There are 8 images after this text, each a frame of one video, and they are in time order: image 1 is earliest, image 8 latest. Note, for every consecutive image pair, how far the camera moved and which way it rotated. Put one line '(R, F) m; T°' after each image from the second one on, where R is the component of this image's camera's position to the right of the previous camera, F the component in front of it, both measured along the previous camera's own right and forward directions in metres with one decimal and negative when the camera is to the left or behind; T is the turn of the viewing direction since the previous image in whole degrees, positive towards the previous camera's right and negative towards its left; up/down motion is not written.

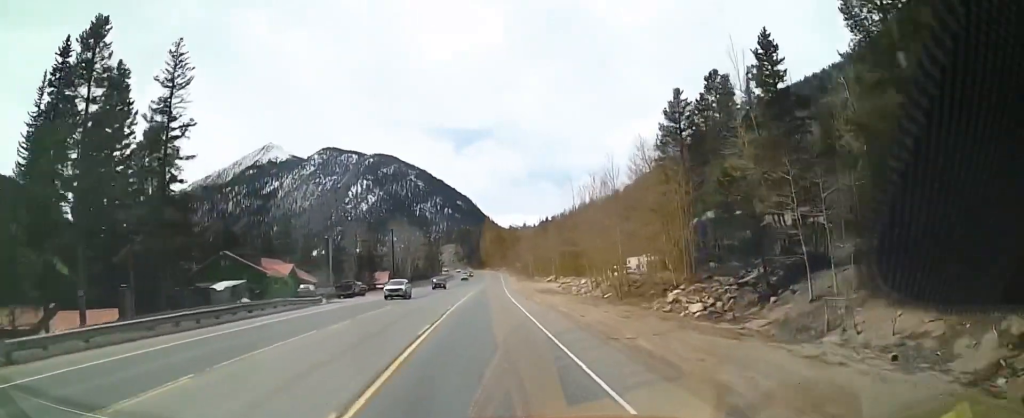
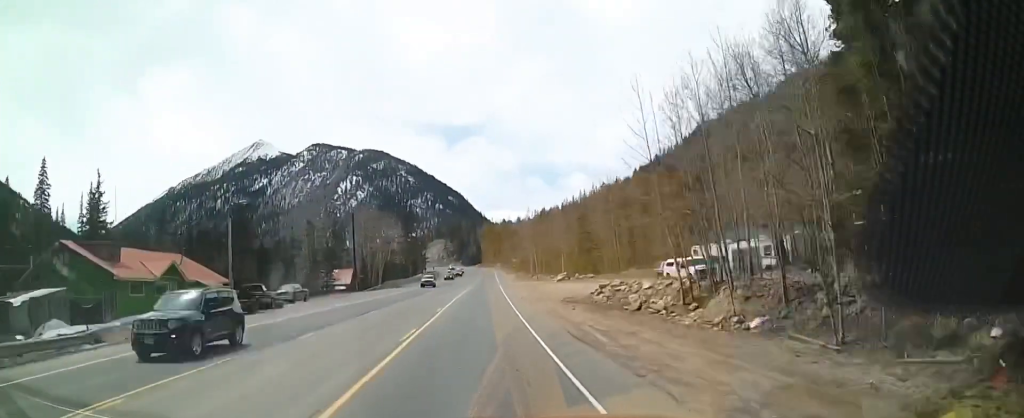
(-0.8, +24.8) m; -2°
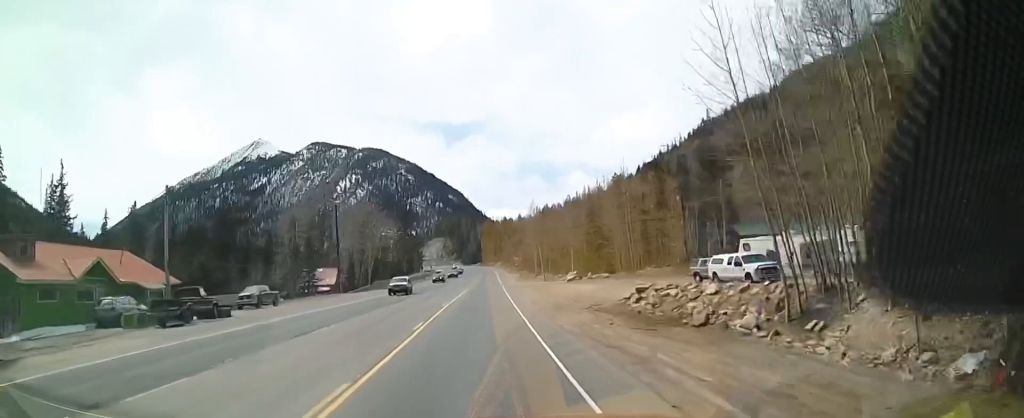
(0.0, +9.1) m; +1°
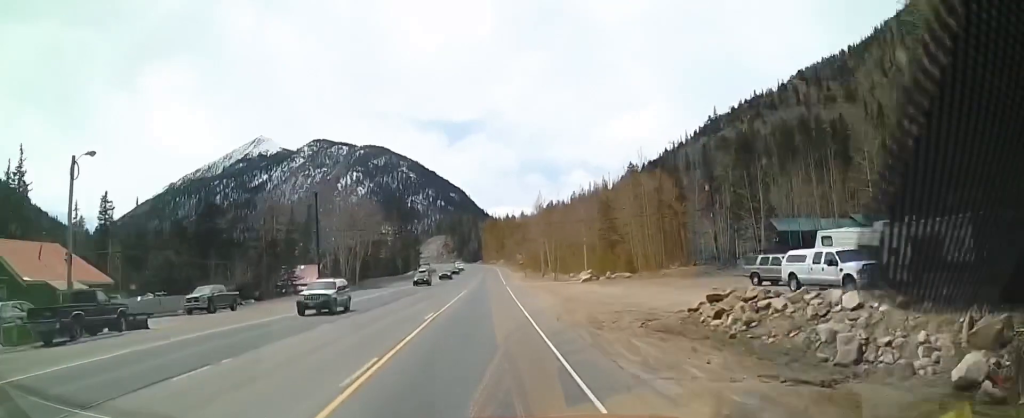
(-0.1, +9.2) m; +2°
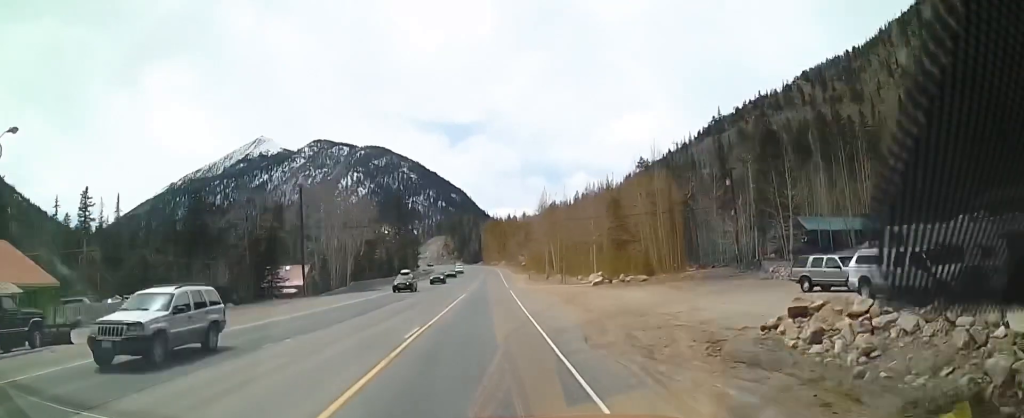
(+0.2, +5.5) m; +1°
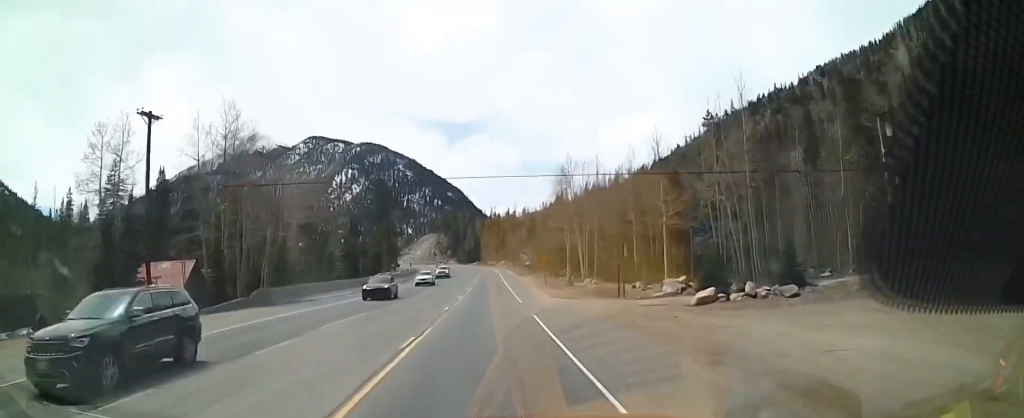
(+0.4, +26.6) m; -1°
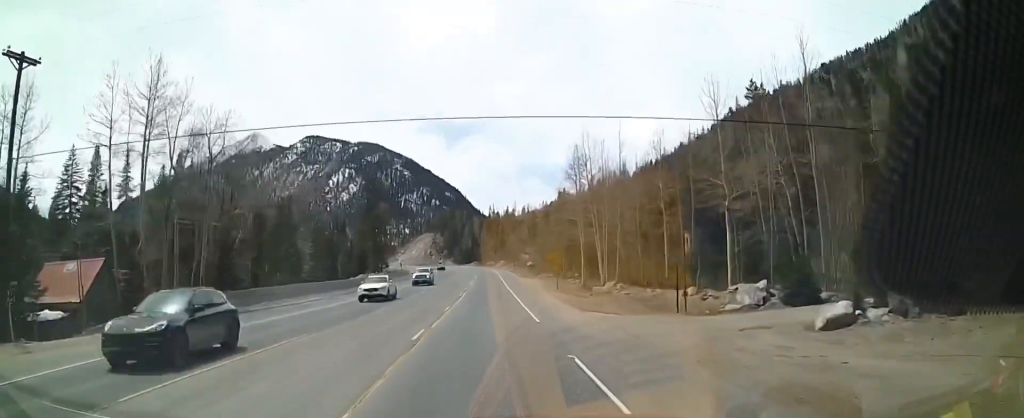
(-0.4, +10.8) m; 0°
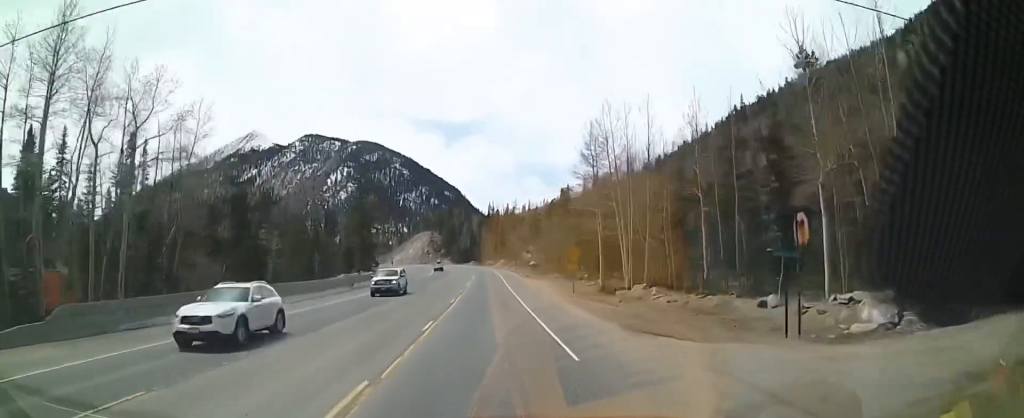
(+0.3, +9.0) m; +1°
